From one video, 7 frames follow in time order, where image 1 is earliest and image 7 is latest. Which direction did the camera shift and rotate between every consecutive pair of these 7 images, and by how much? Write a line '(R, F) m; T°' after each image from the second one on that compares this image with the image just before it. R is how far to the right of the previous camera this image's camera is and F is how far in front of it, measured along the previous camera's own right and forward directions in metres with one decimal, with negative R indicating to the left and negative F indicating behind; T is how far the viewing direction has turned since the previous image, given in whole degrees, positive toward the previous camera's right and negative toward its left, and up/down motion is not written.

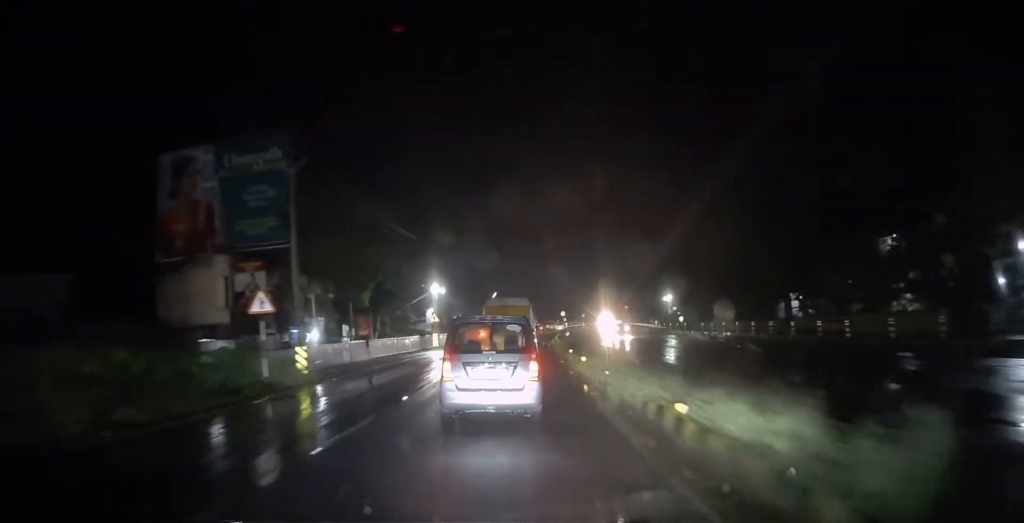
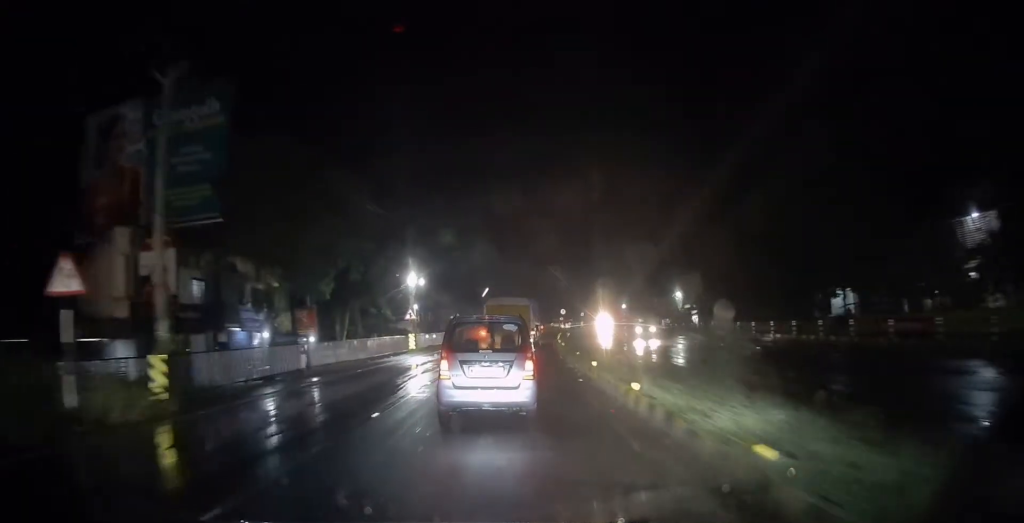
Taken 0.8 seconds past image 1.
(0.0, +8.6) m; +1°
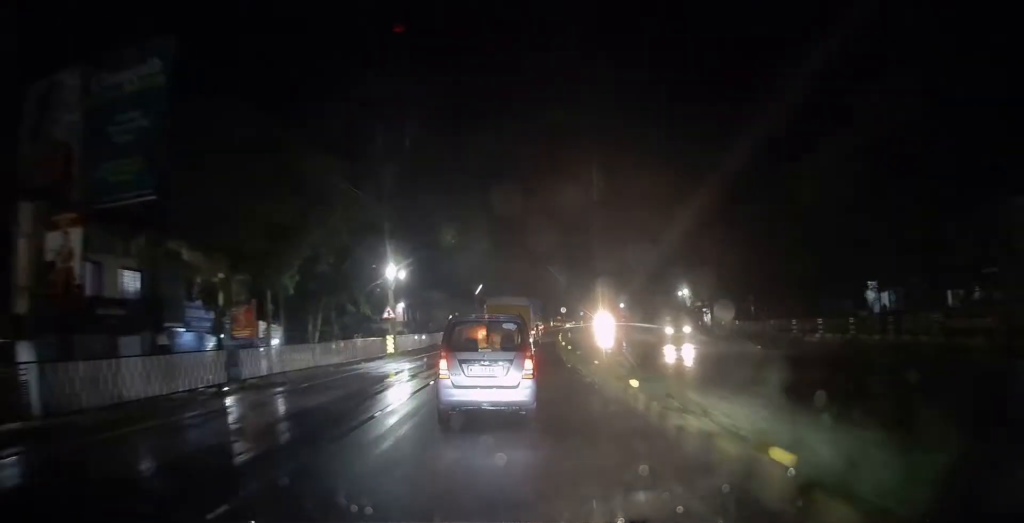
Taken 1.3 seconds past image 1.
(-0.1, +5.7) m; +1°
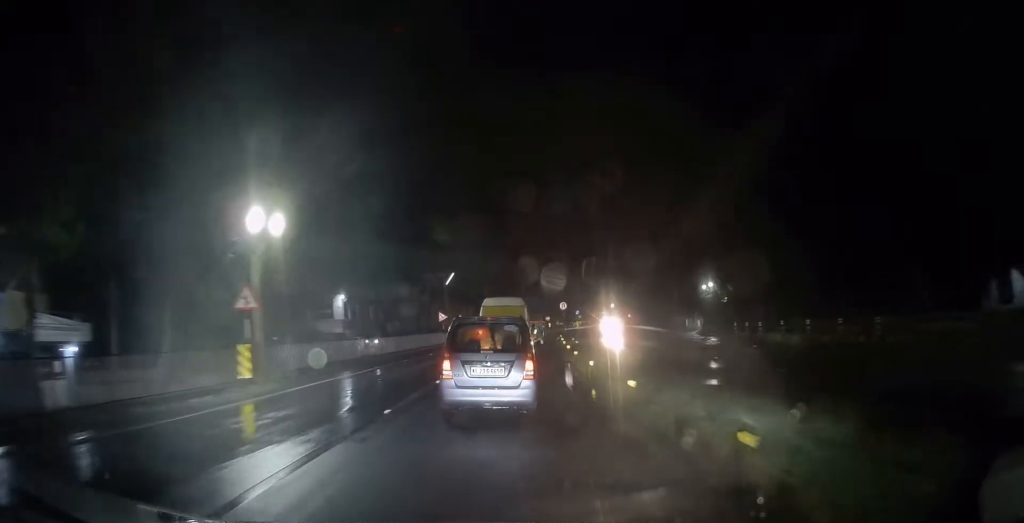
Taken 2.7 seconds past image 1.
(+0.3, +16.9) m; +1°
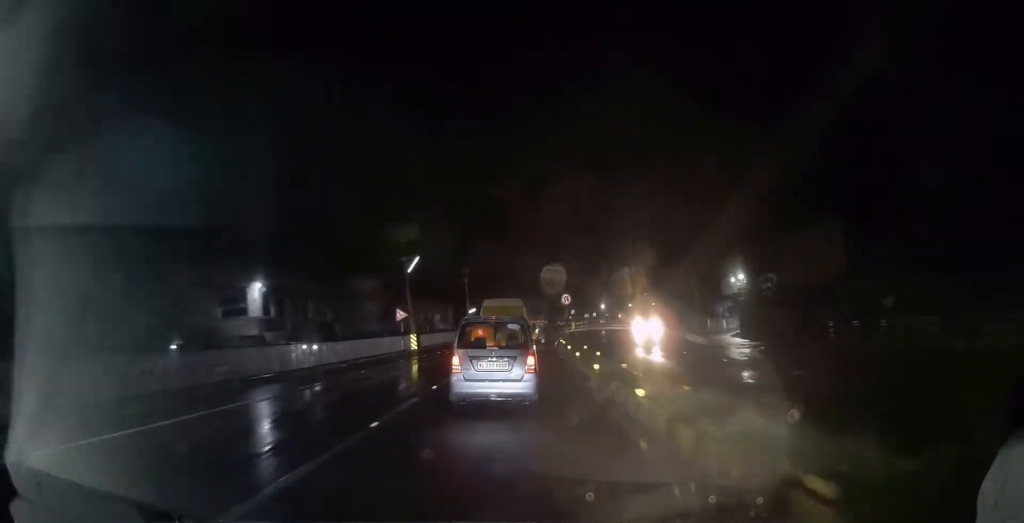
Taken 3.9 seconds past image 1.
(+0.2, +13.3) m; +1°
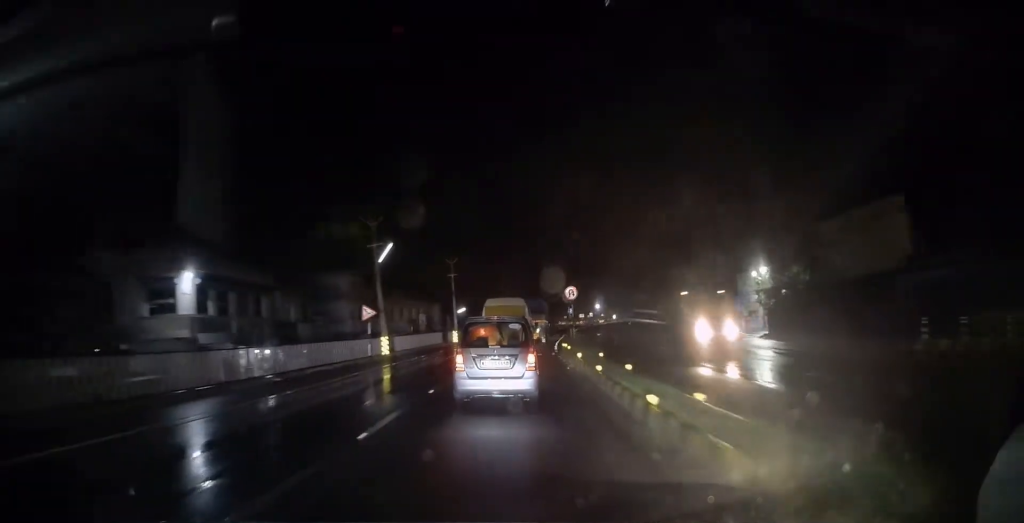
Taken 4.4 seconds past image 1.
(+0.1, +6.8) m; +1°
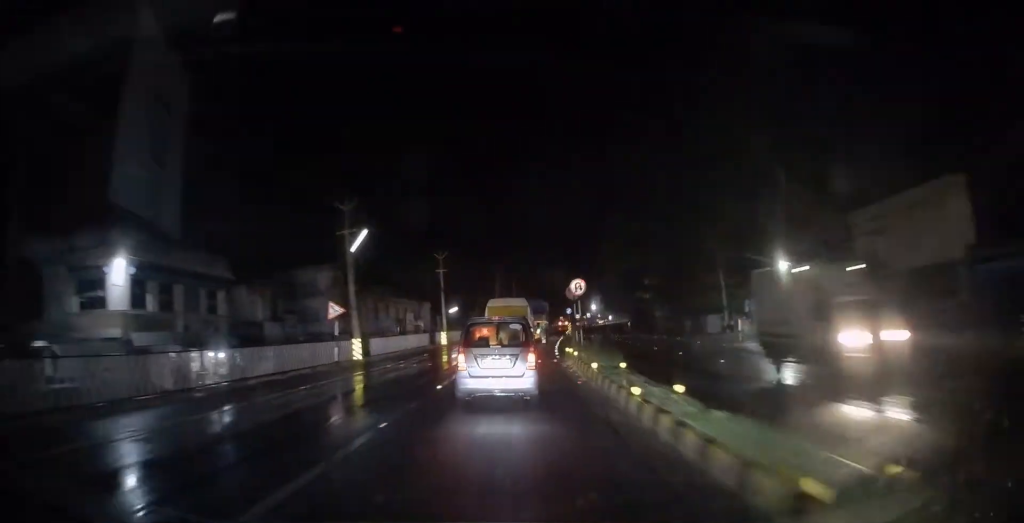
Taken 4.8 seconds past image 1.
(0.0, +4.9) m; 0°
